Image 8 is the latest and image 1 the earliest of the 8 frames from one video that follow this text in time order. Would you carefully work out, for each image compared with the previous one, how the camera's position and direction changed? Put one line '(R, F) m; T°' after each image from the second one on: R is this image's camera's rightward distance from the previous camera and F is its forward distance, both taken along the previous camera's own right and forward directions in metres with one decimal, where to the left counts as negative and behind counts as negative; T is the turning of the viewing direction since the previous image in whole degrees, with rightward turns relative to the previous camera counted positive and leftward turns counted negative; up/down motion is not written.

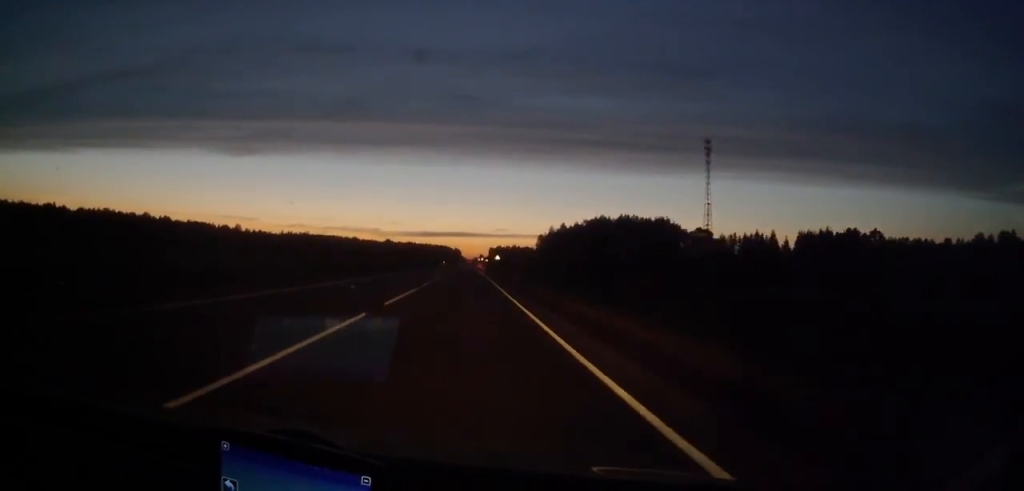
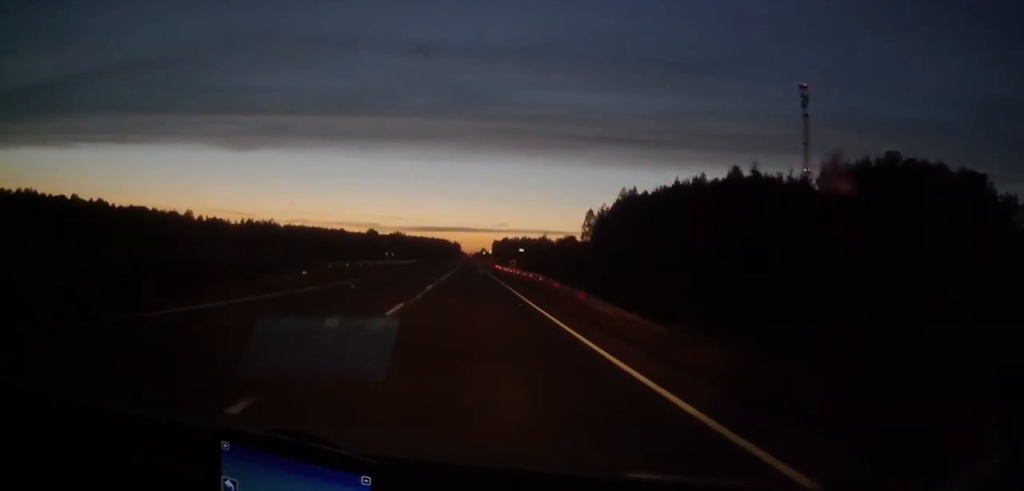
(+0.1, +117.0) m; 0°
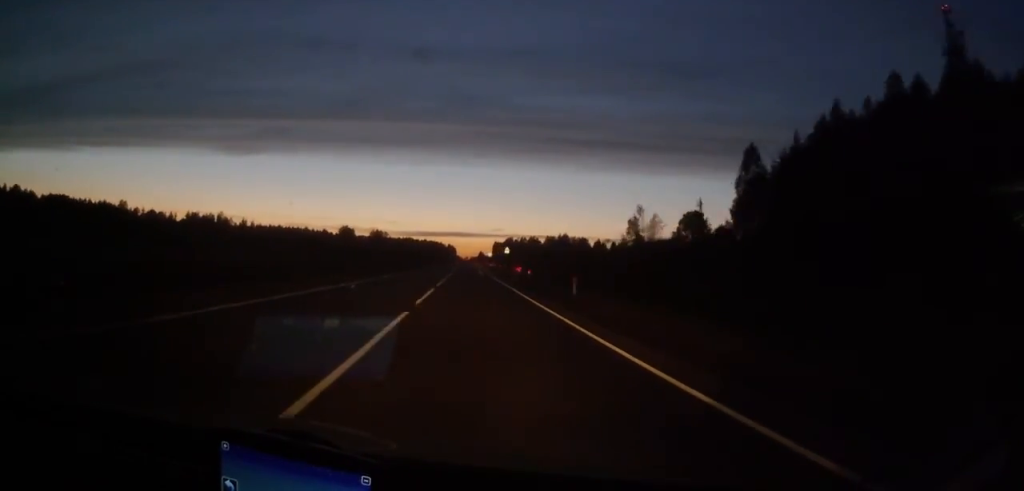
(-0.1, +101.4) m; 0°
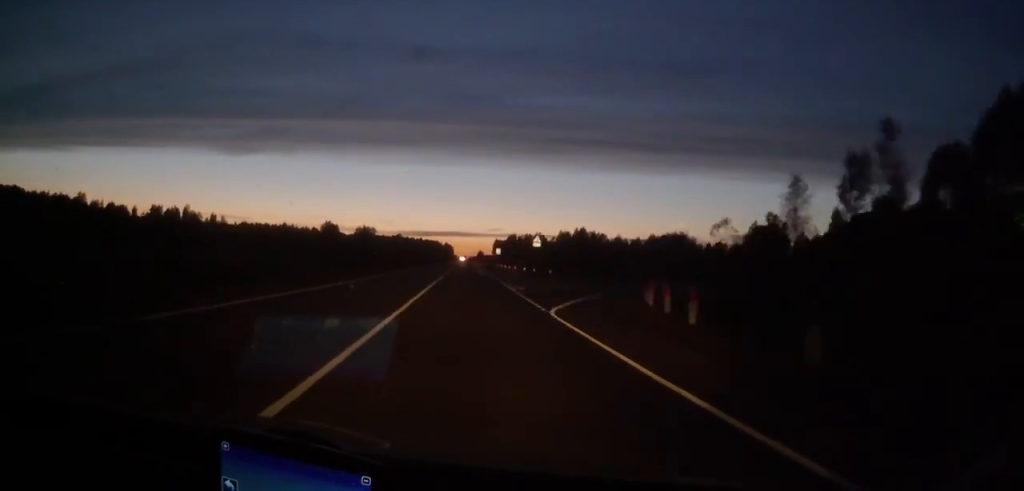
(0.0, +49.4) m; 0°
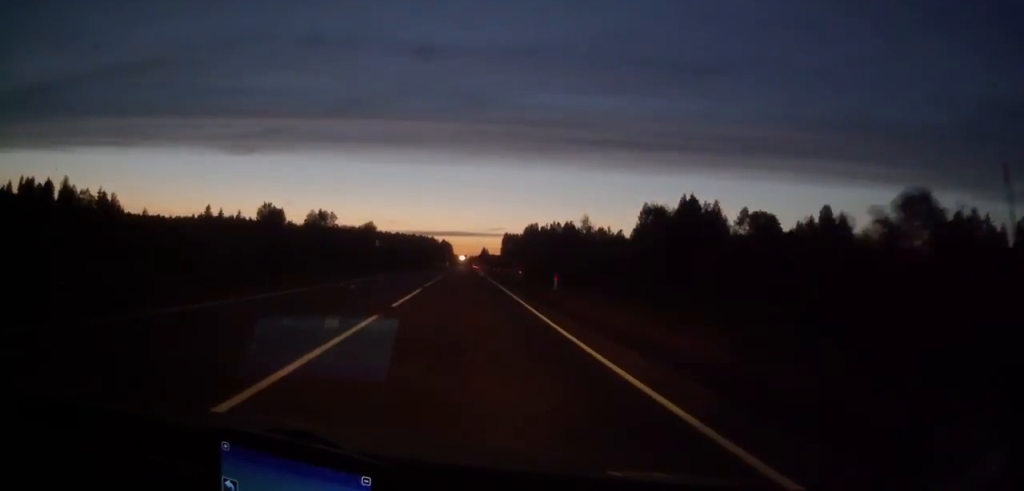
(+0.4, +125.2) m; 0°
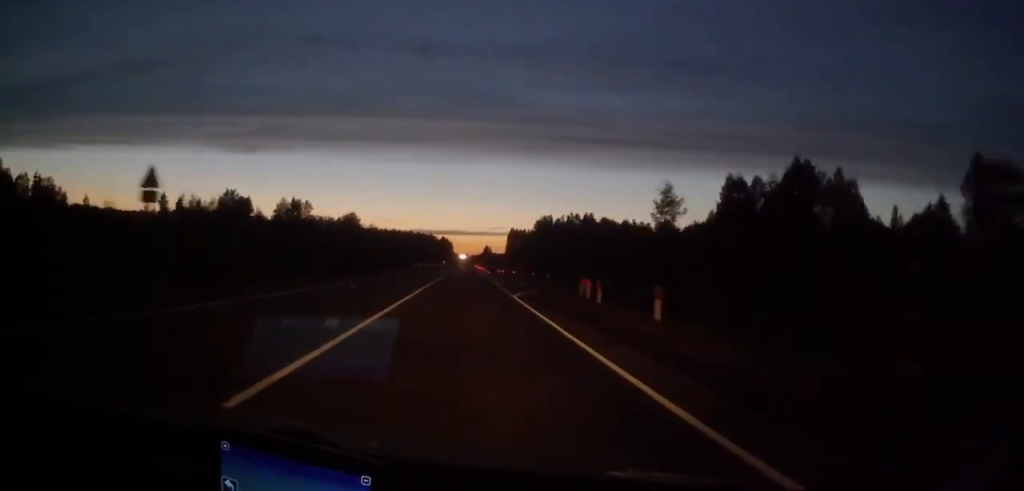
(0.0, +46.8) m; 0°
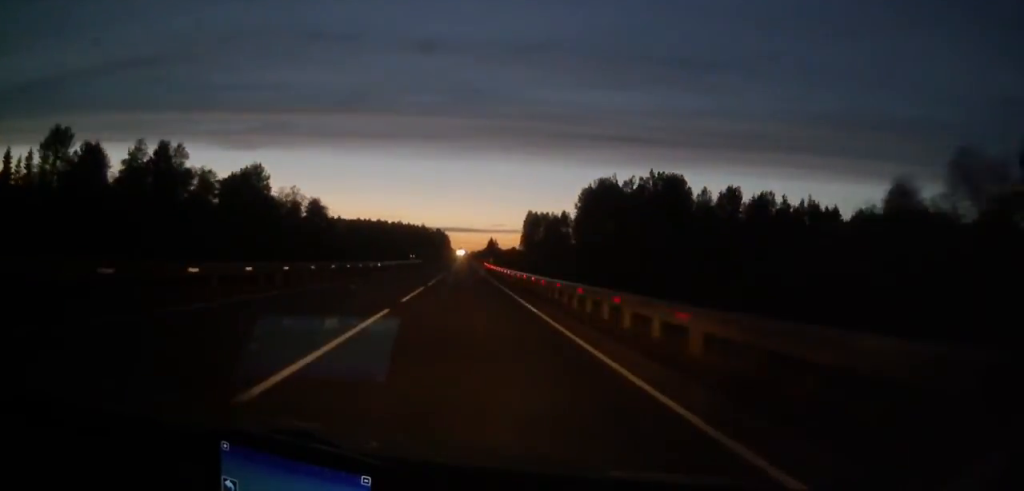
(+0.2, +109.2) m; 0°
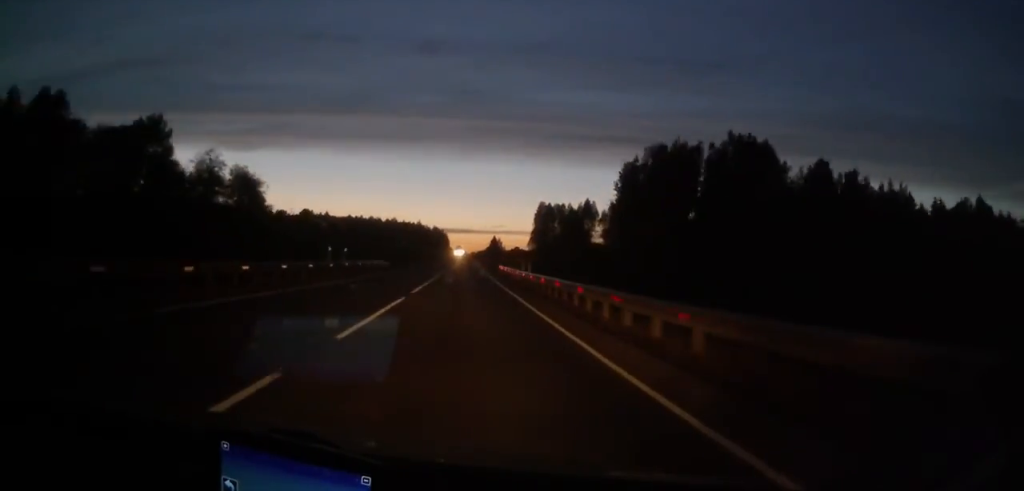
(0.0, +44.0) m; 0°
